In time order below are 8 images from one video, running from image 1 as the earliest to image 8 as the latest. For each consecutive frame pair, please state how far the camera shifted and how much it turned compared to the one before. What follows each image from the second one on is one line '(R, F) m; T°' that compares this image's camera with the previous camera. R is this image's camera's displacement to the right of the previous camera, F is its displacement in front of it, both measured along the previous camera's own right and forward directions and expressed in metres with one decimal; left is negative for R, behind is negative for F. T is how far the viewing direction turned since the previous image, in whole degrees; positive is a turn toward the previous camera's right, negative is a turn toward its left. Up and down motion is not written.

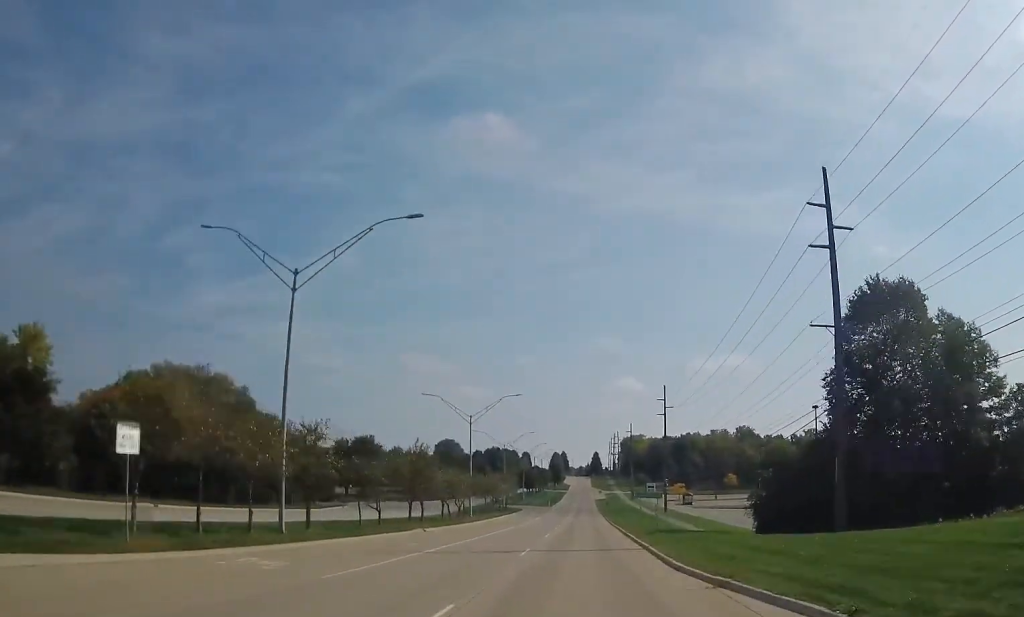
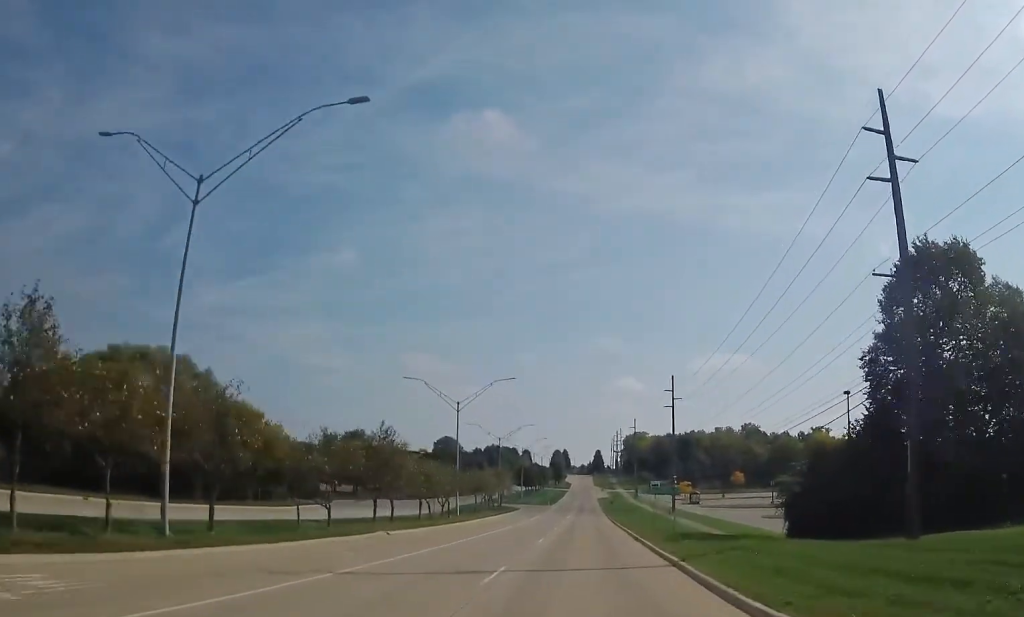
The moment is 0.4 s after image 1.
(0.0, +8.5) m; 0°
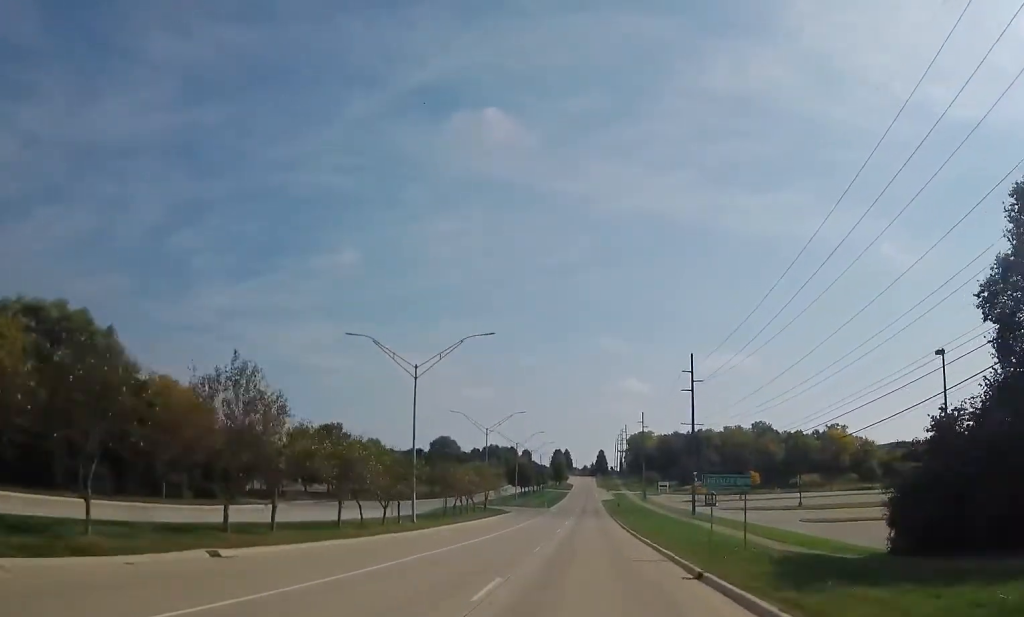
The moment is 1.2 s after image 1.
(0.0, +17.4) m; +1°
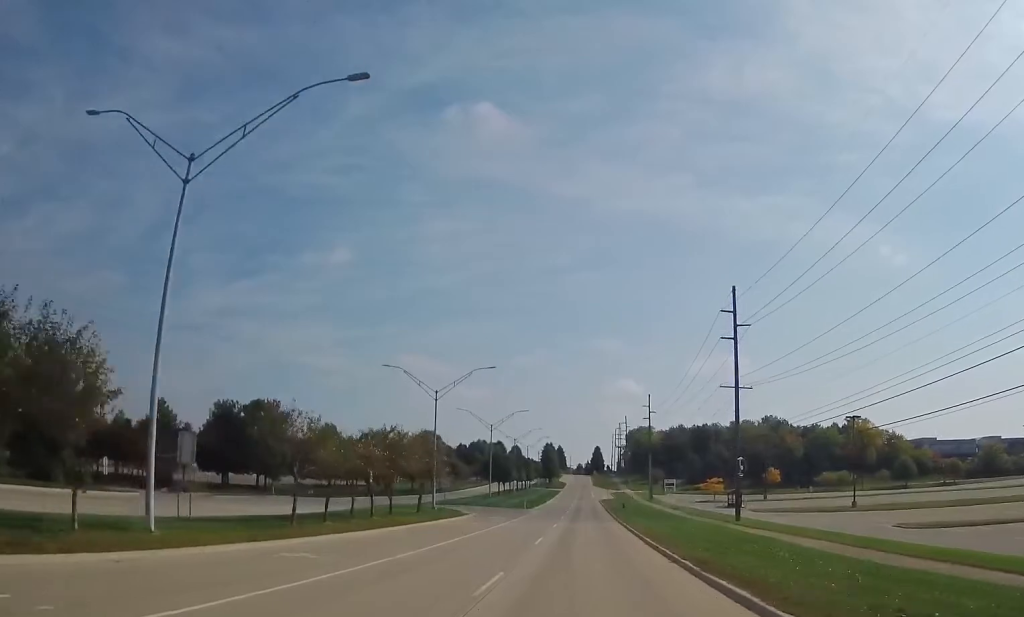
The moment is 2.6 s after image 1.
(+0.5, +29.6) m; 0°
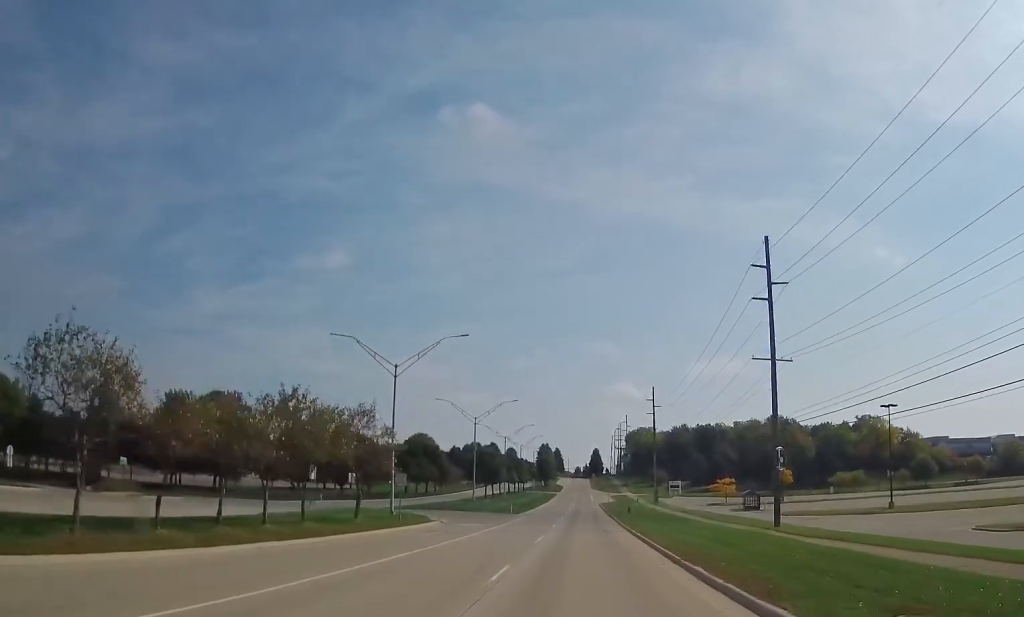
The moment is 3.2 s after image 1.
(-0.3, +13.5) m; -1°
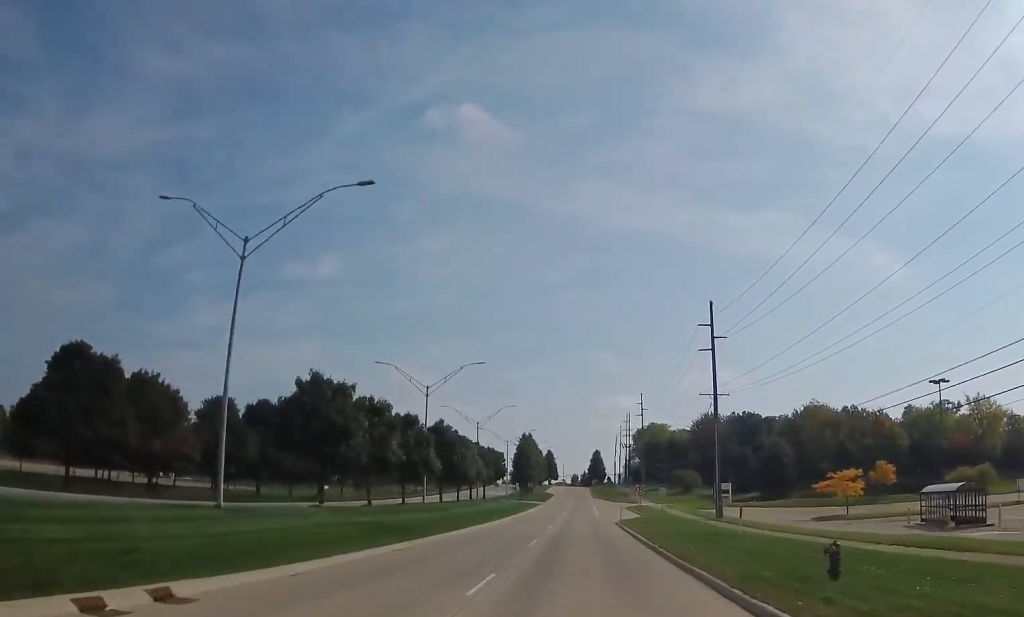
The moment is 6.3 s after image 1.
(+1.7, +61.8) m; +3°
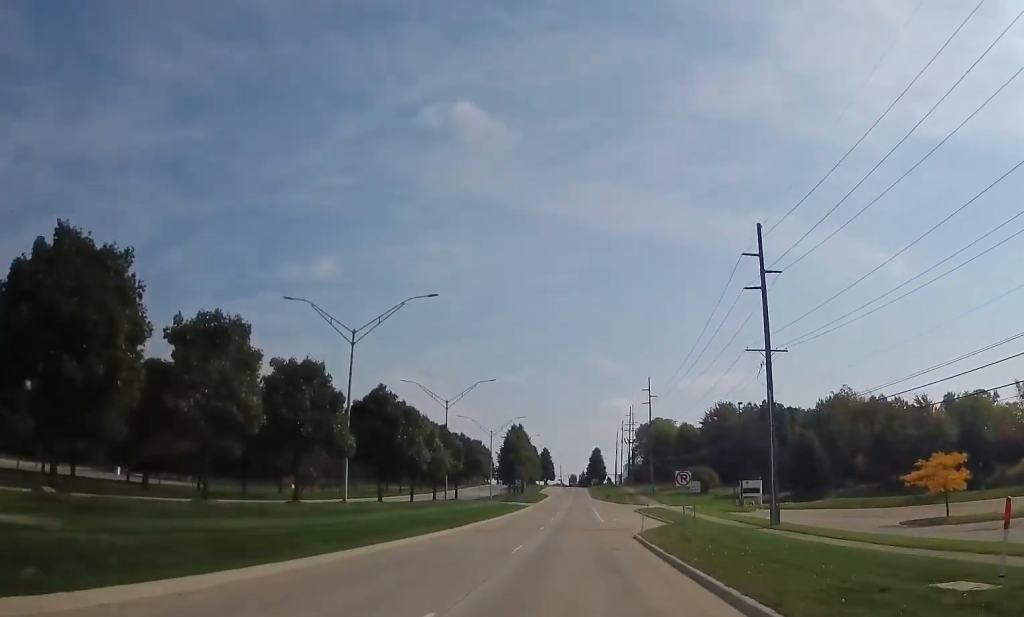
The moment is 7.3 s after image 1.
(0.0, +20.9) m; 0°
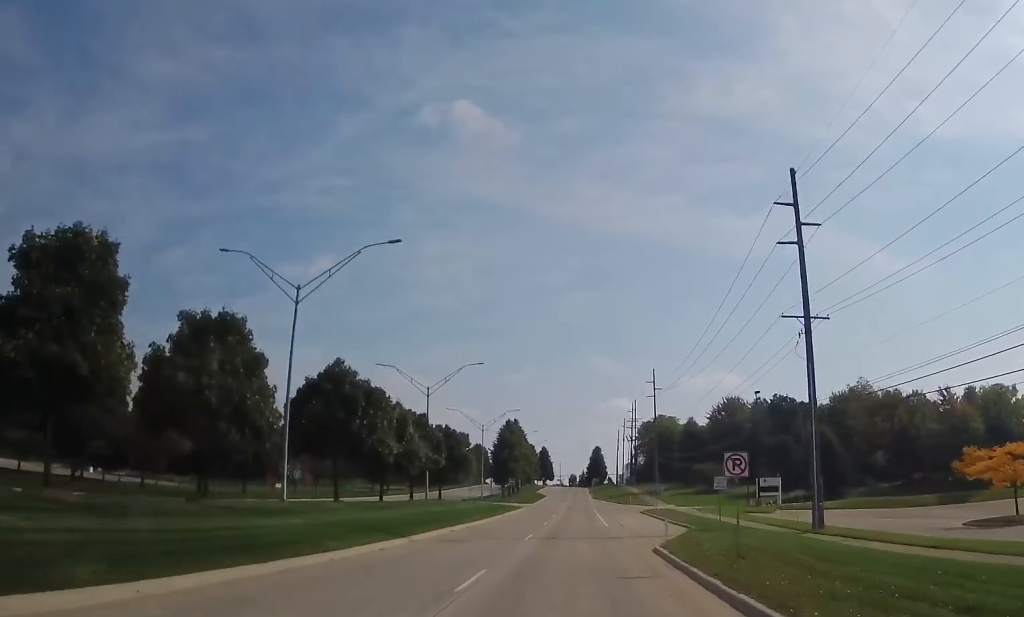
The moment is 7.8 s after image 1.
(0.0, +9.1) m; 0°
